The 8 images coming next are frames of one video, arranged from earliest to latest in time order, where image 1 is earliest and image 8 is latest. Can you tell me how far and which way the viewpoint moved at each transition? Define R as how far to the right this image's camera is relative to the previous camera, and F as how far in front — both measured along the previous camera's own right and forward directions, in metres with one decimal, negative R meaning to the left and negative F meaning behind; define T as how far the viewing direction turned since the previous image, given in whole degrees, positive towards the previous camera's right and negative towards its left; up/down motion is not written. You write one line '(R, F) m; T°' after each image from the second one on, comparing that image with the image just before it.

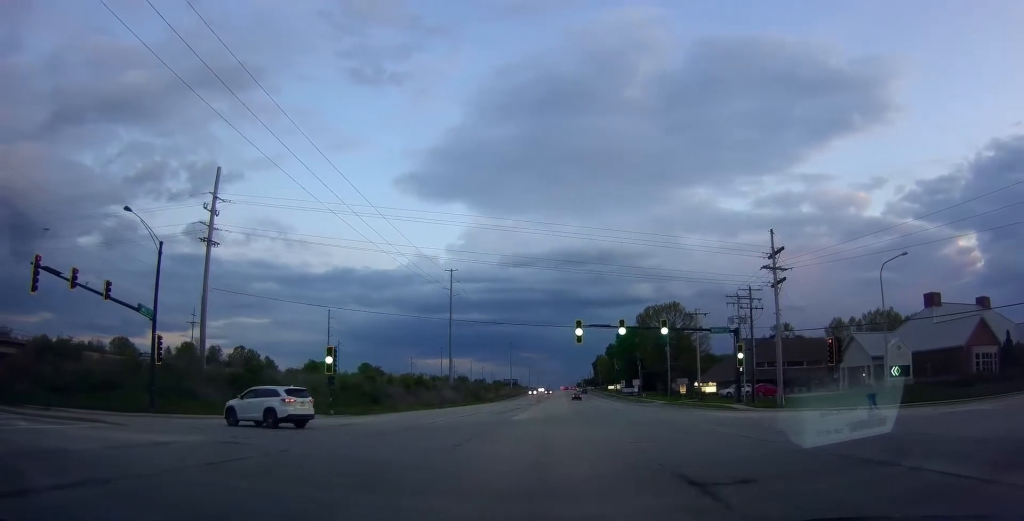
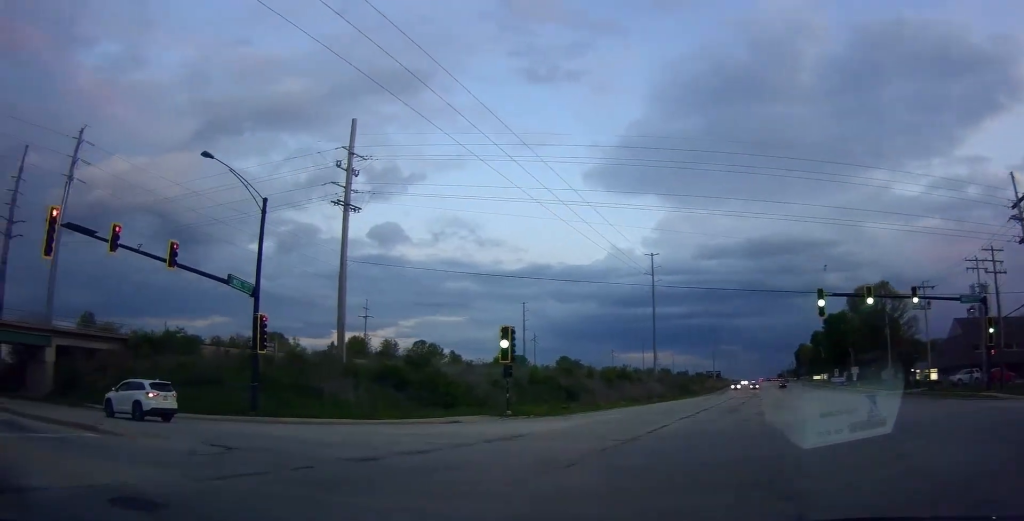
(-0.4, +8.6) m; -14°
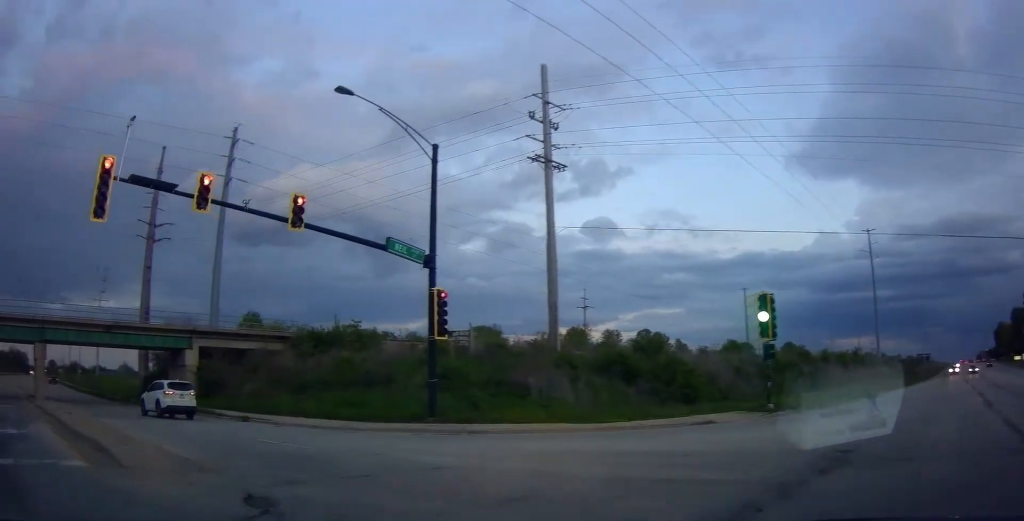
(-1.3, +6.6) m; -23°
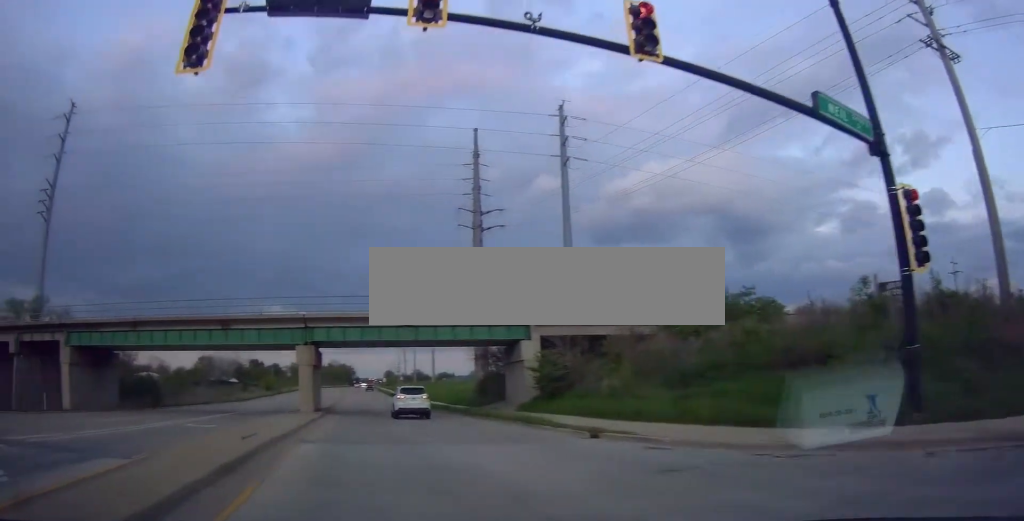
(-2.8, +9.6) m; -29°
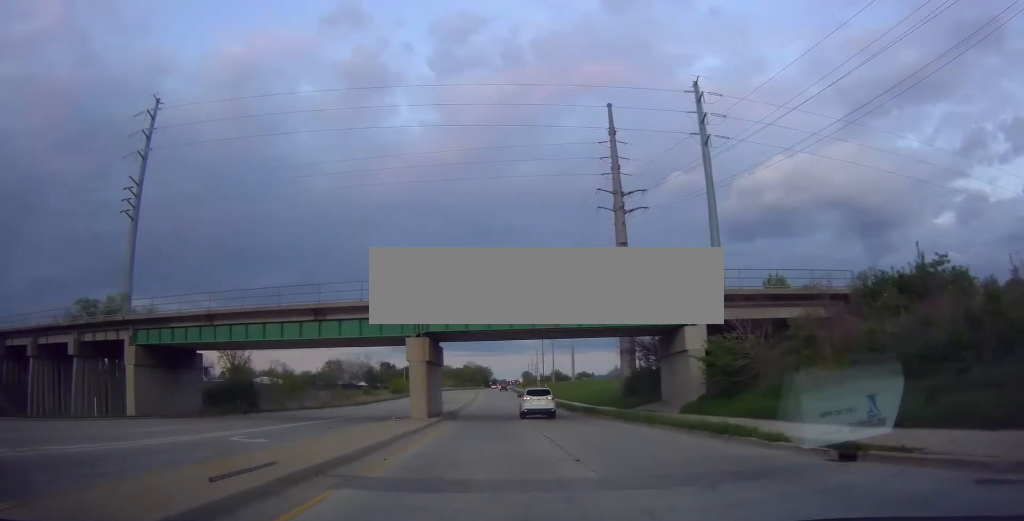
(-0.9, +6.7) m; -11°
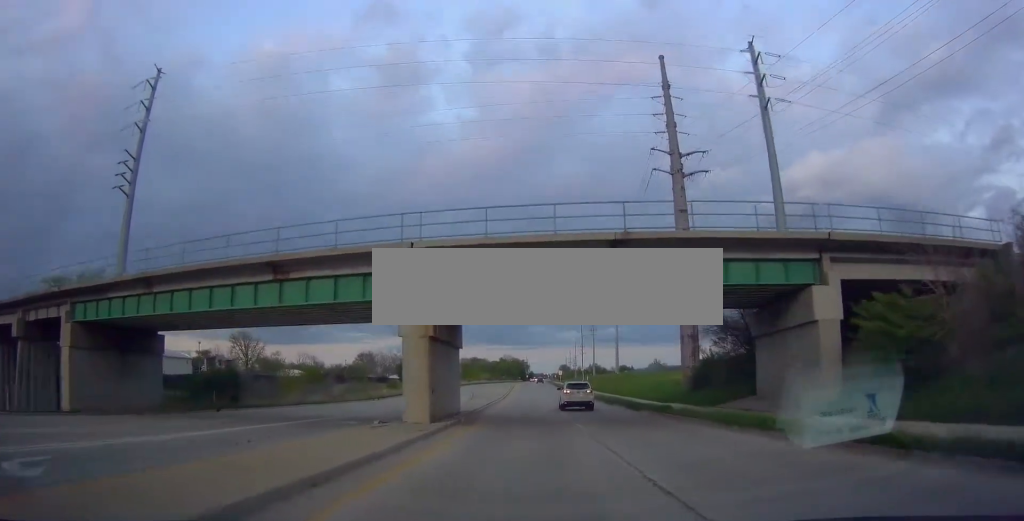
(-0.9, +10.0) m; -7°
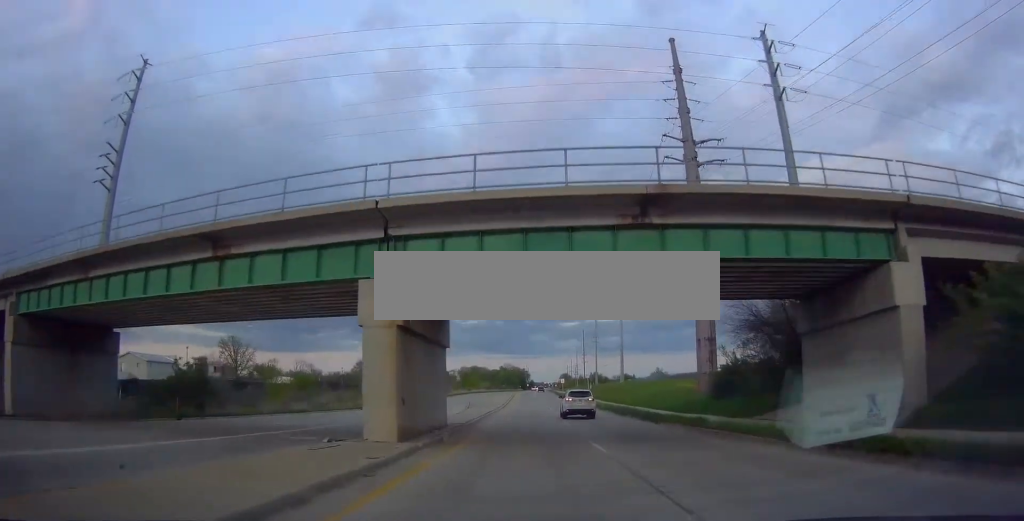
(+0.1, +4.2) m; -2°
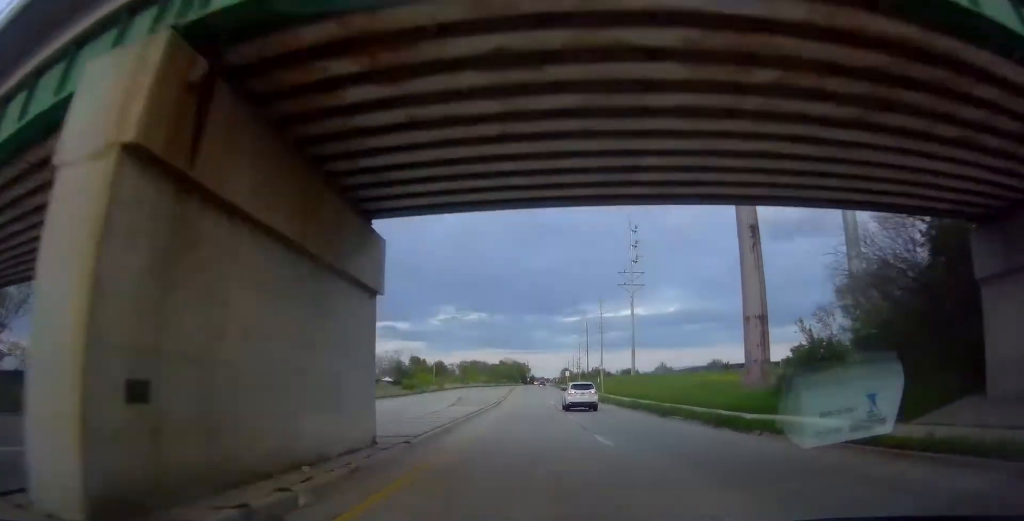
(-0.5, +10.4) m; 0°
